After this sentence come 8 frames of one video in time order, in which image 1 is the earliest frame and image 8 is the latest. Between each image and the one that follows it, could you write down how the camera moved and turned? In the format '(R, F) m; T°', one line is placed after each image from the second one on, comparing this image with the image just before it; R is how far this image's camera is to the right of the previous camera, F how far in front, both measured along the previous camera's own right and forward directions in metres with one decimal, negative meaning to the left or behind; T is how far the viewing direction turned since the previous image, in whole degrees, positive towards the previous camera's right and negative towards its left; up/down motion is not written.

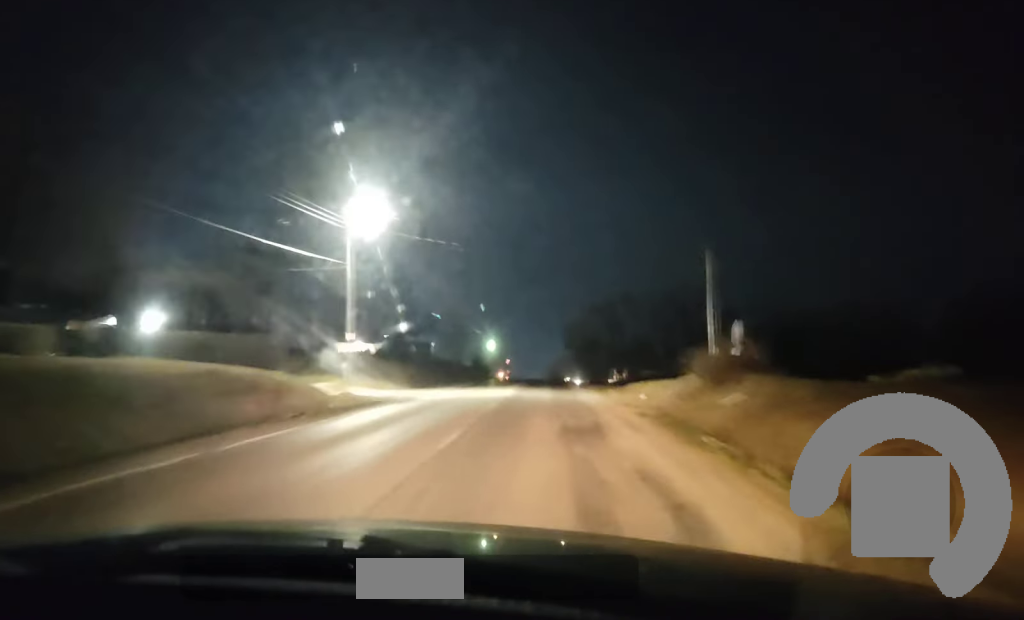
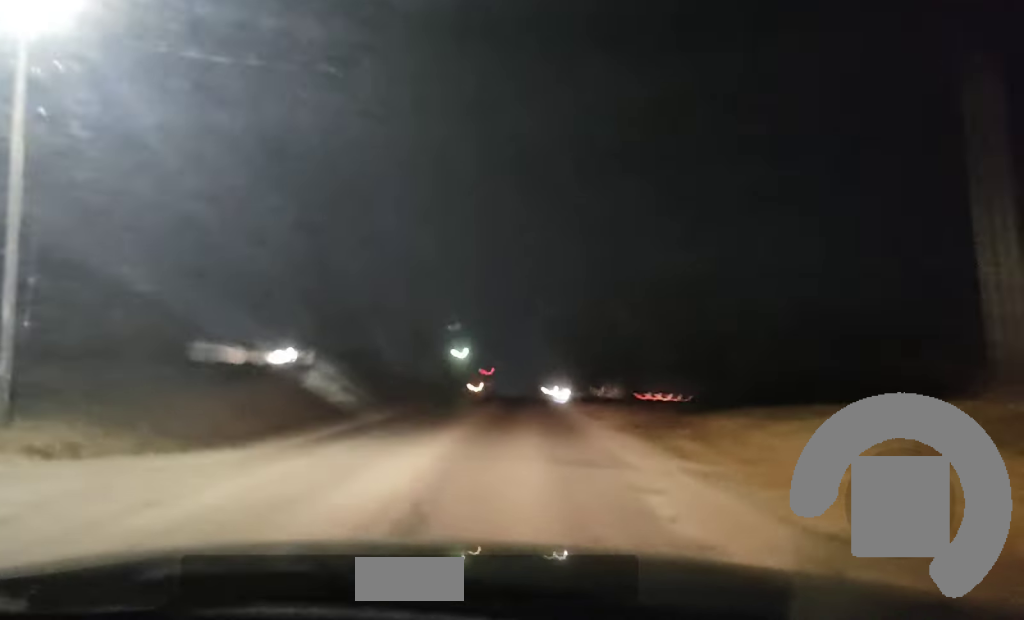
(+0.2, +27.0) m; +2°
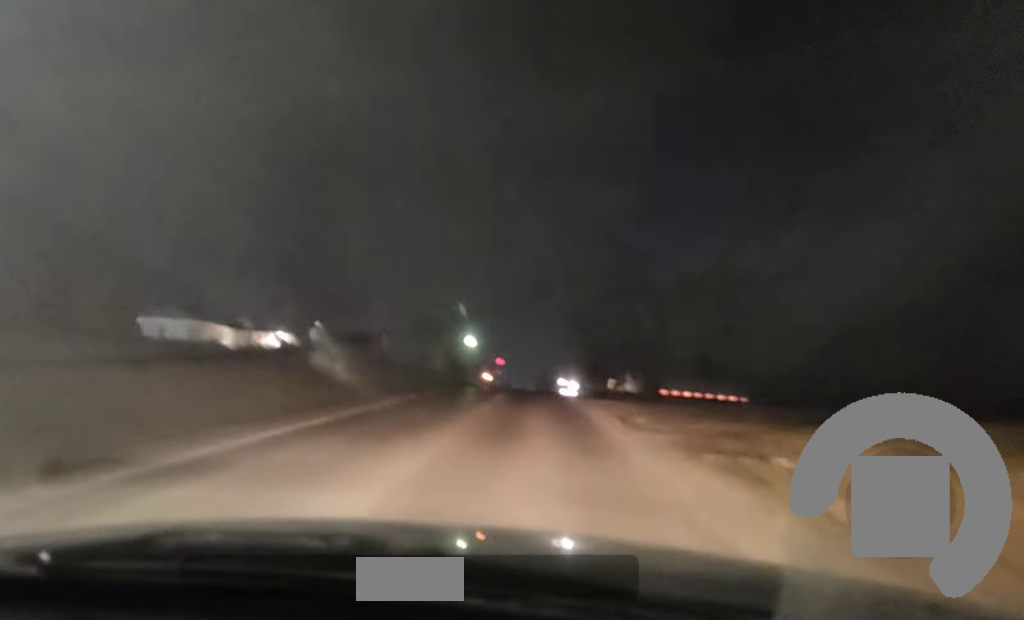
(+0.2, +9.4) m; 0°
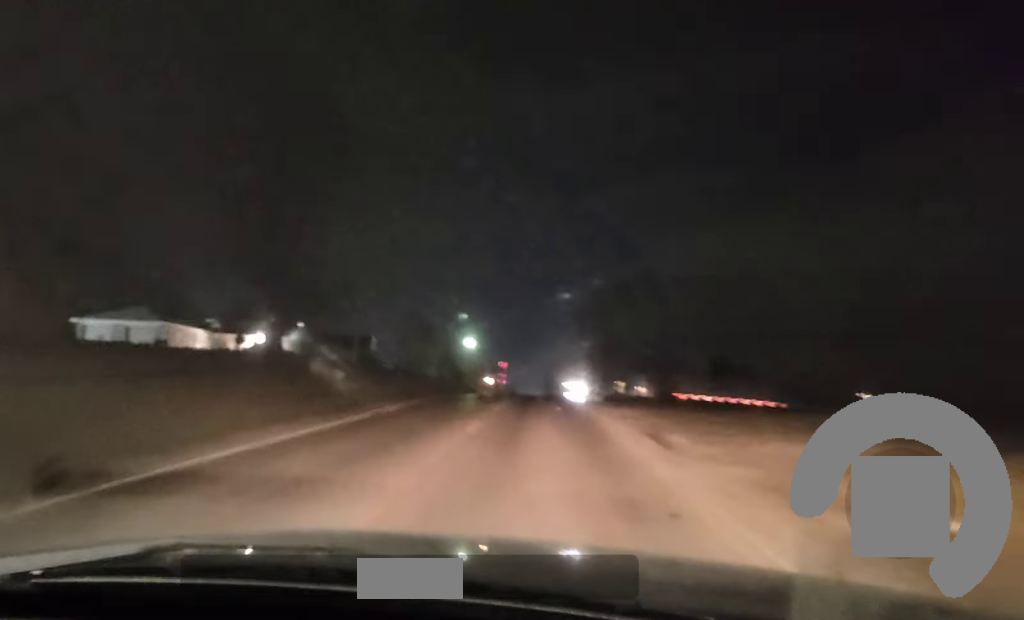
(0.0, +7.1) m; 0°
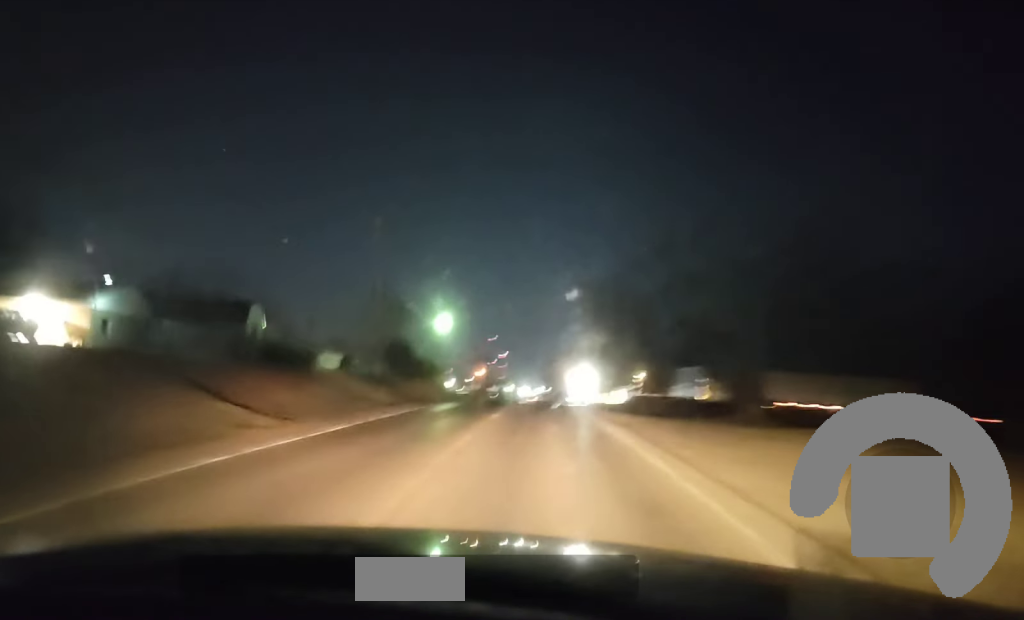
(-0.3, +39.6) m; -1°
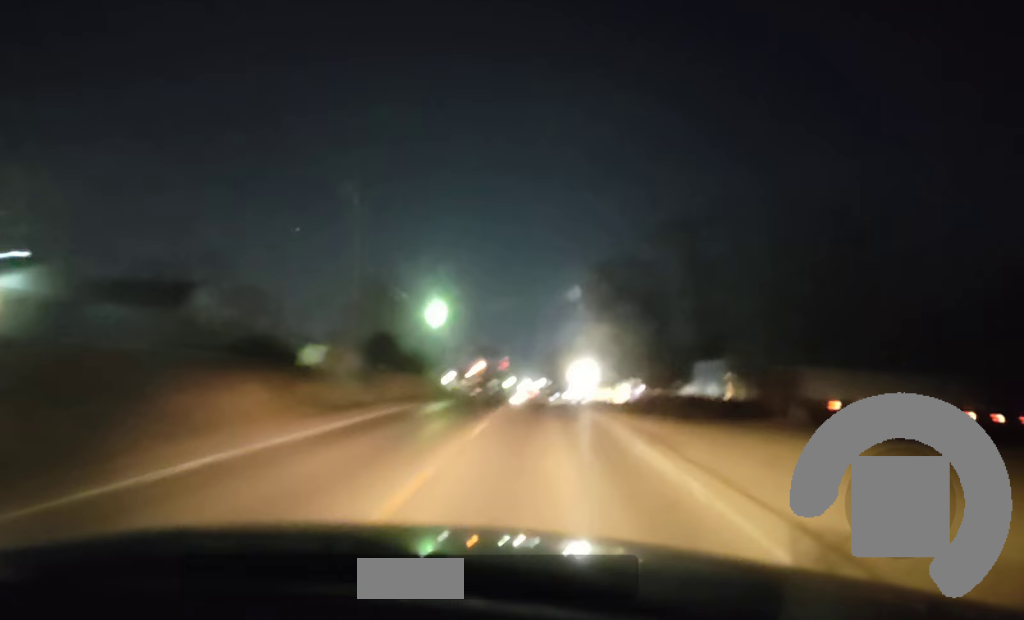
(-0.1, +9.3) m; 0°
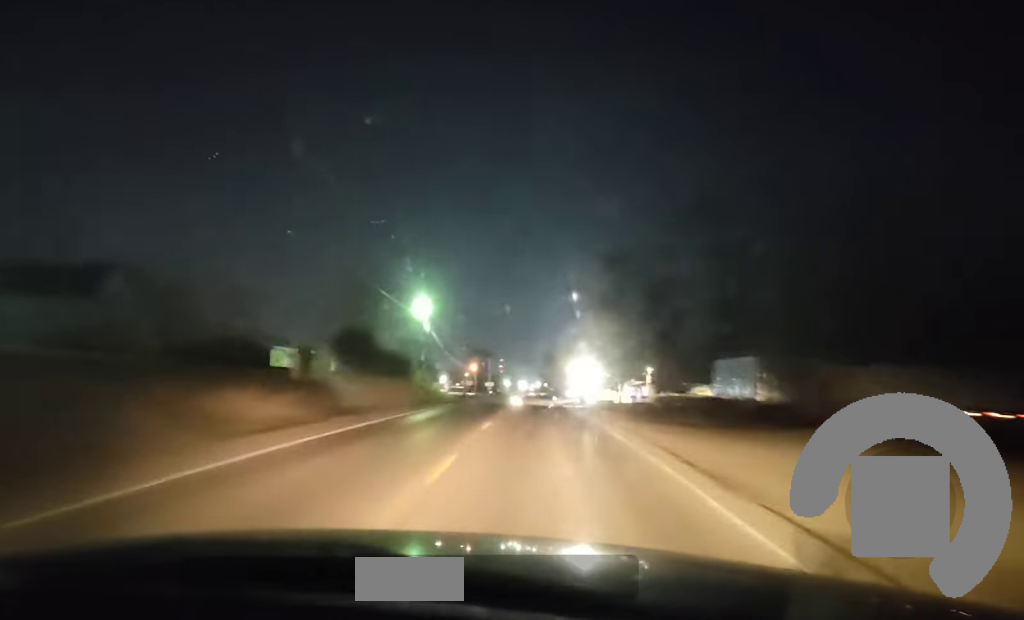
(-0.2, +7.0) m; 0°
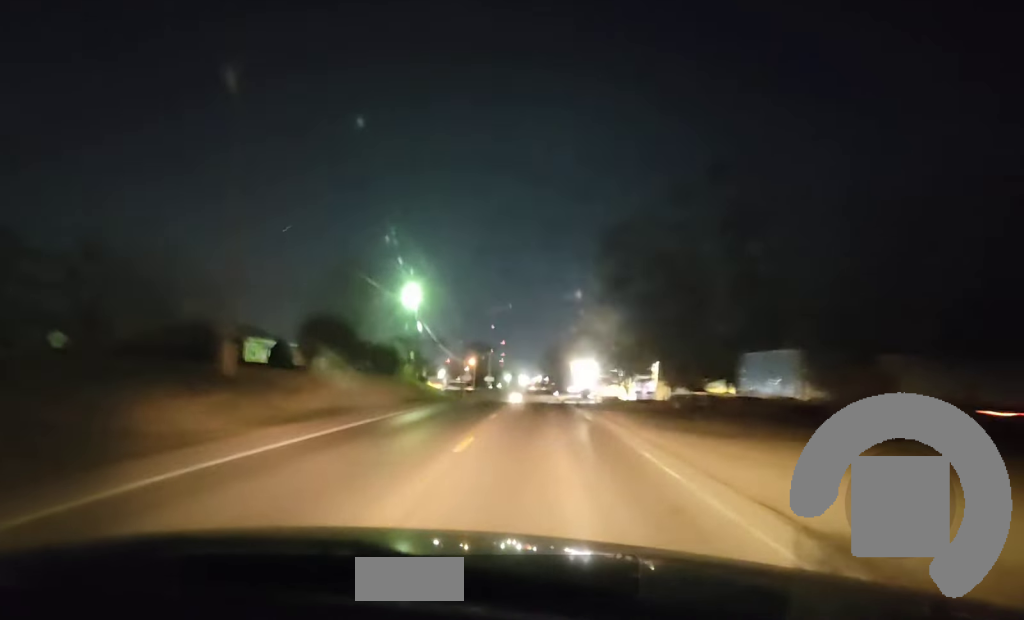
(+0.1, +7.8) m; +1°
